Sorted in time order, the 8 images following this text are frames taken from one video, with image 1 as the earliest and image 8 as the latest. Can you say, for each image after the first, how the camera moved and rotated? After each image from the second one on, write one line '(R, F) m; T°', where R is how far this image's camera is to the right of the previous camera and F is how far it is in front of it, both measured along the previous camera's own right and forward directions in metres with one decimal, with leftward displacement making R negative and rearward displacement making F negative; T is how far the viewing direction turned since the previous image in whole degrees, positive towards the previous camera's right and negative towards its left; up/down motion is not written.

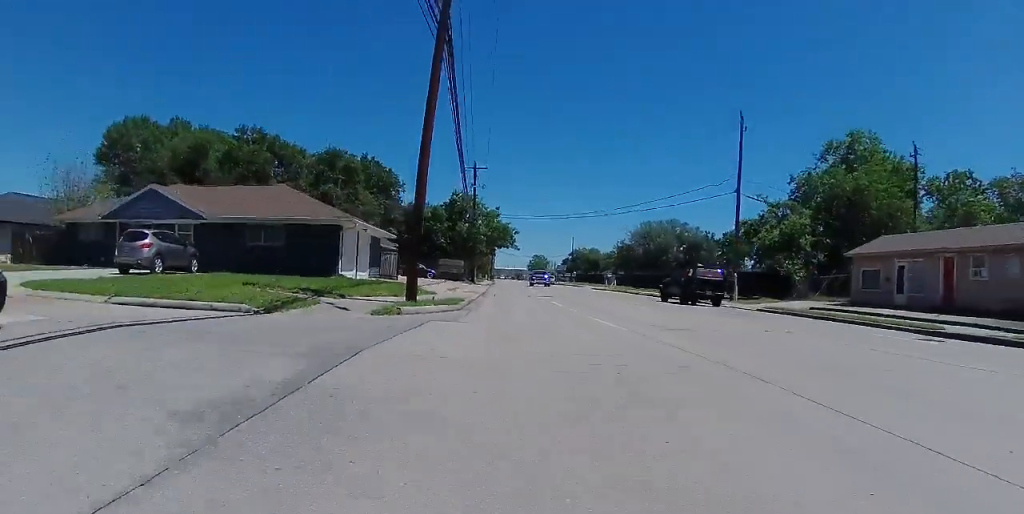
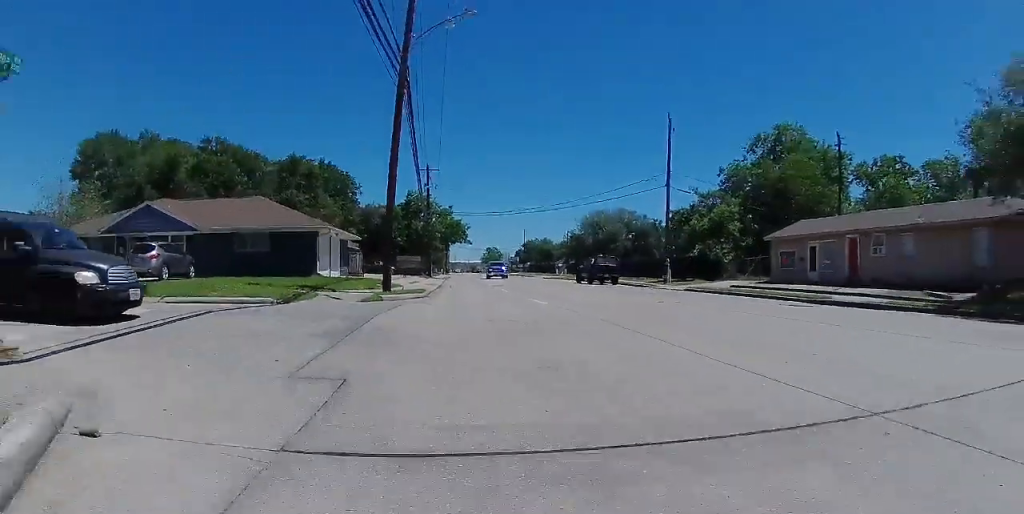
(0.0, +4.6) m; 0°
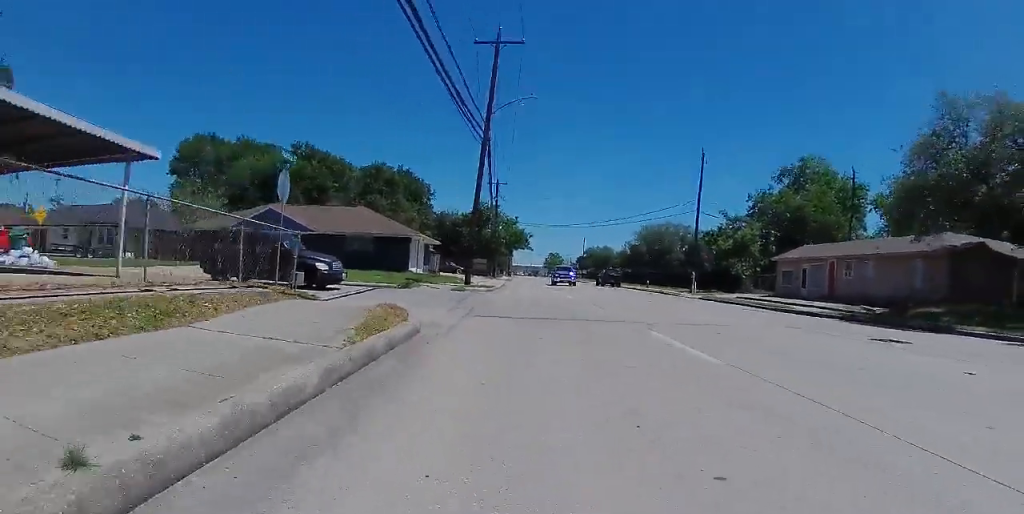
(0.0, +8.8) m; 0°
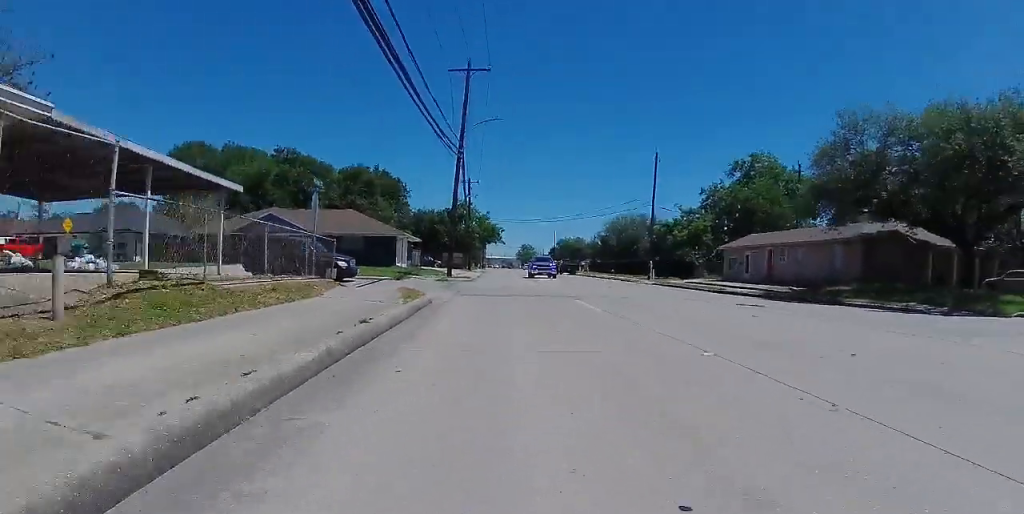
(0.0, +5.2) m; +2°
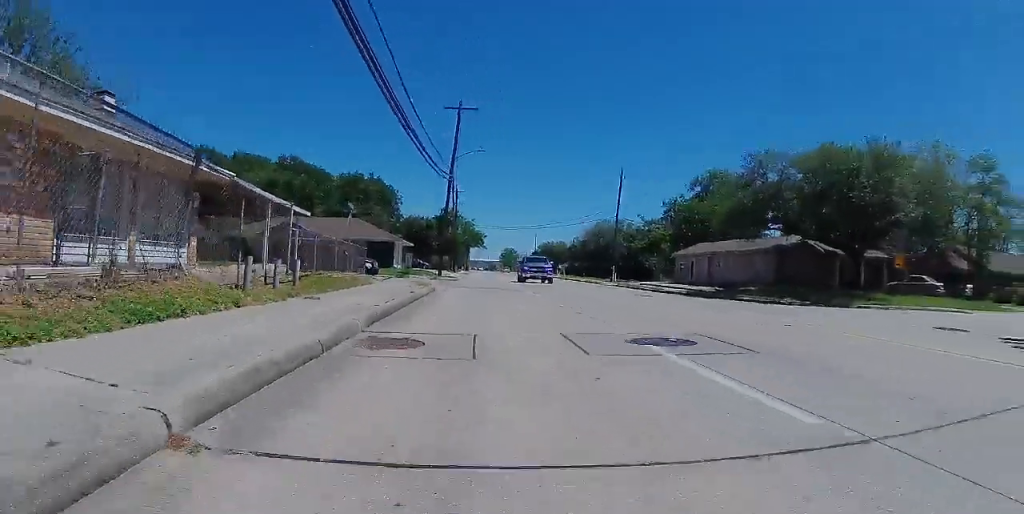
(+0.3, +7.9) m; 0°
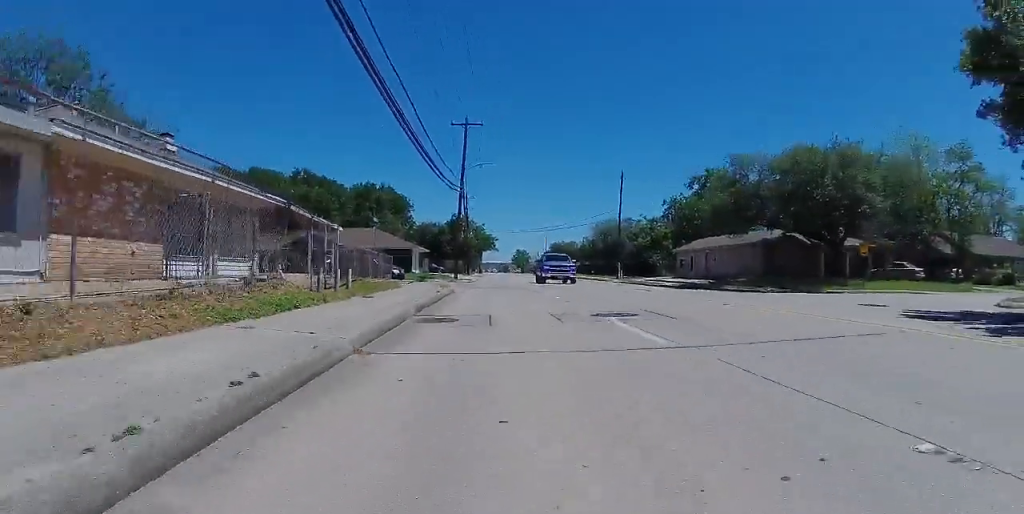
(+0.2, +3.5) m; -2°
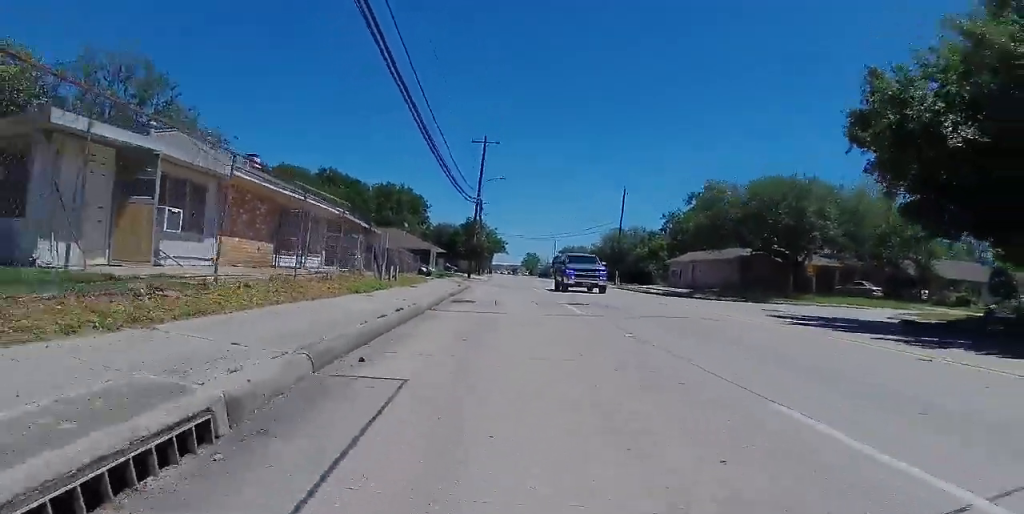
(-0.8, +6.2) m; -4°
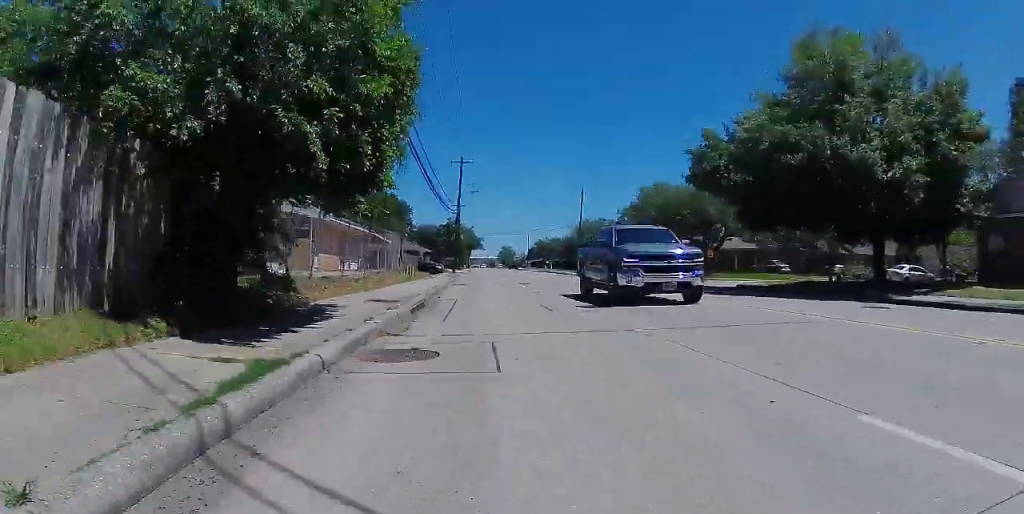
(+1.1, +11.2) m; +8°
